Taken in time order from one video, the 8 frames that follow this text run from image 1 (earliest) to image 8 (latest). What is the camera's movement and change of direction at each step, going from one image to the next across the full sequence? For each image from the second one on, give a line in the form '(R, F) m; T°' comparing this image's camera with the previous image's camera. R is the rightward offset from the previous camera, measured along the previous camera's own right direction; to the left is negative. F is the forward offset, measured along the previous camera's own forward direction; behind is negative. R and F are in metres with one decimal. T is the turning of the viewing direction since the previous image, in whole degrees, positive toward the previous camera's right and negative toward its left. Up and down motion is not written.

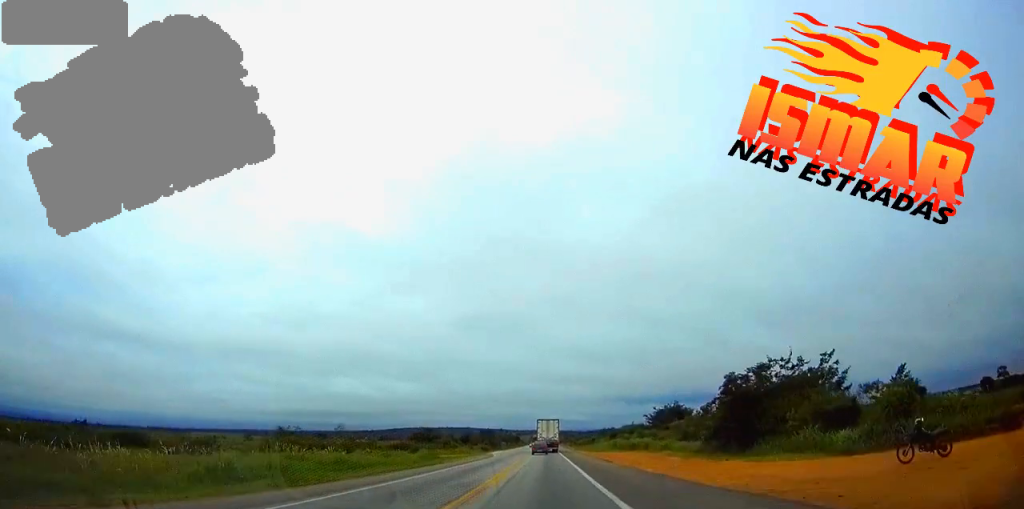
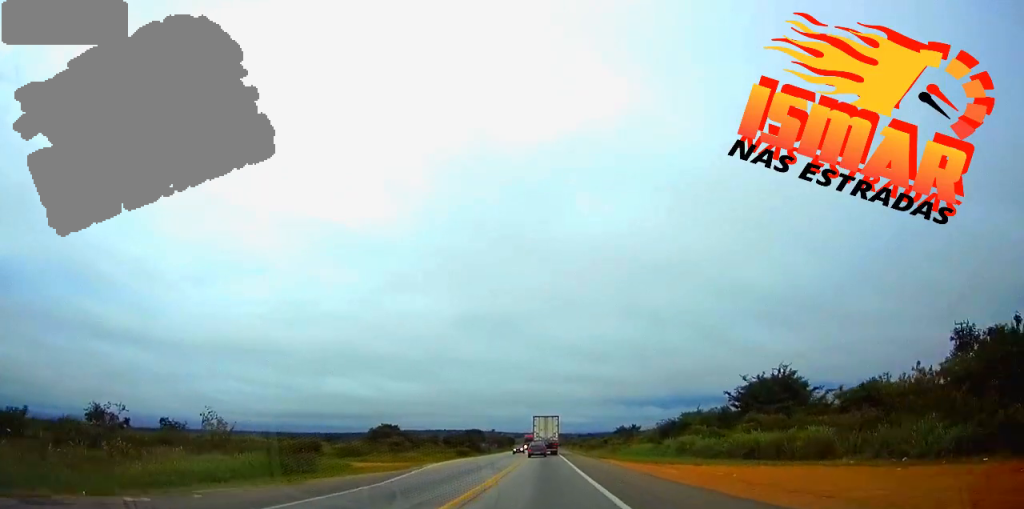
(0.0, +51.4) m; 0°
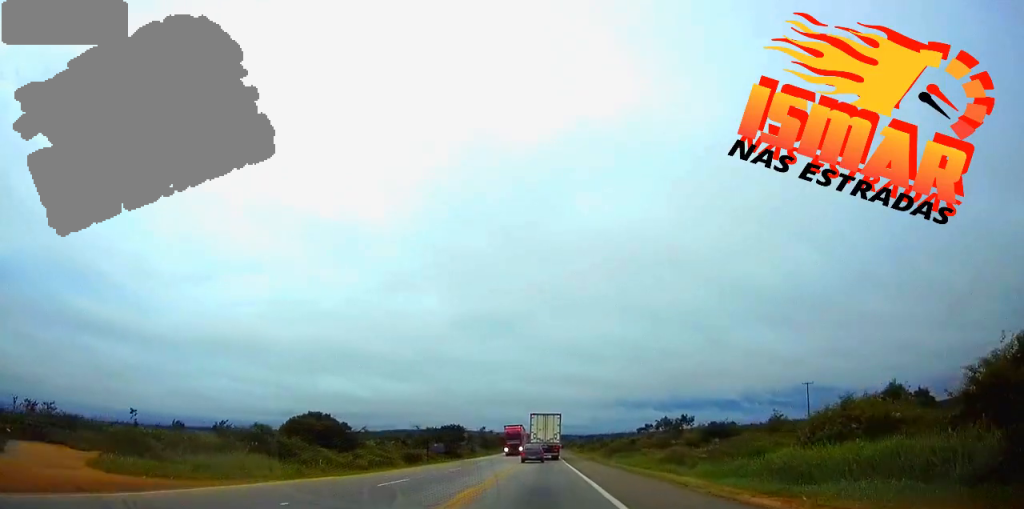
(0.0, +55.8) m; 0°
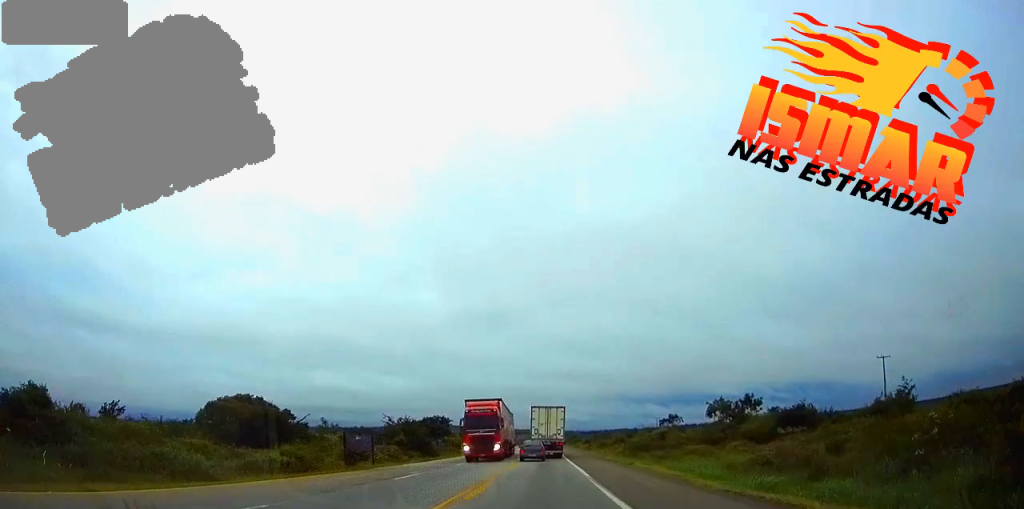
(0.0, +30.6) m; 0°
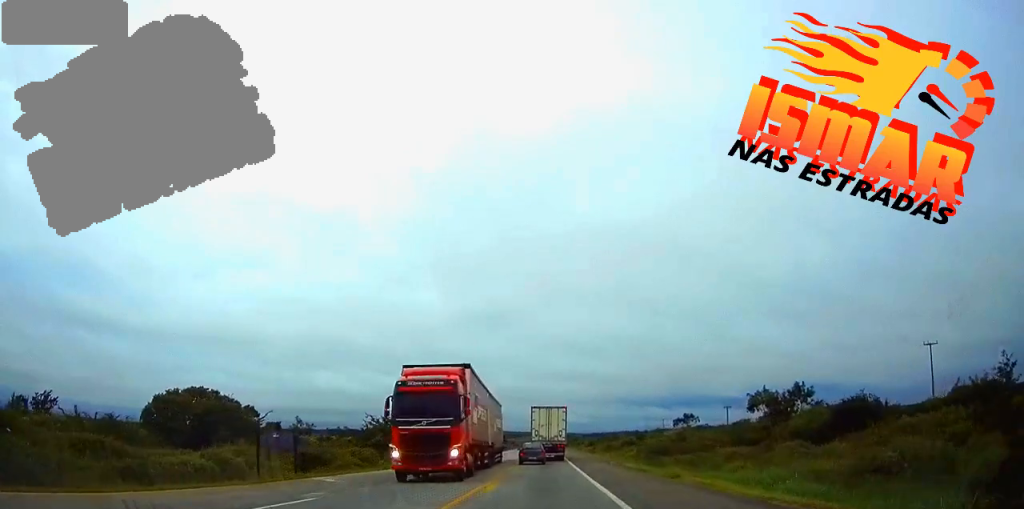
(0.0, +13.6) m; 0°
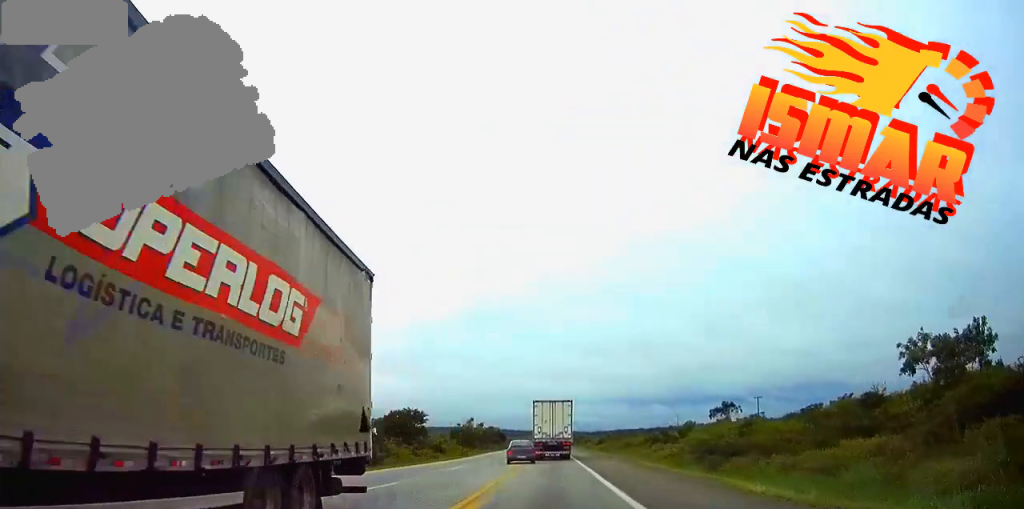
(-0.1, +25.0) m; 0°
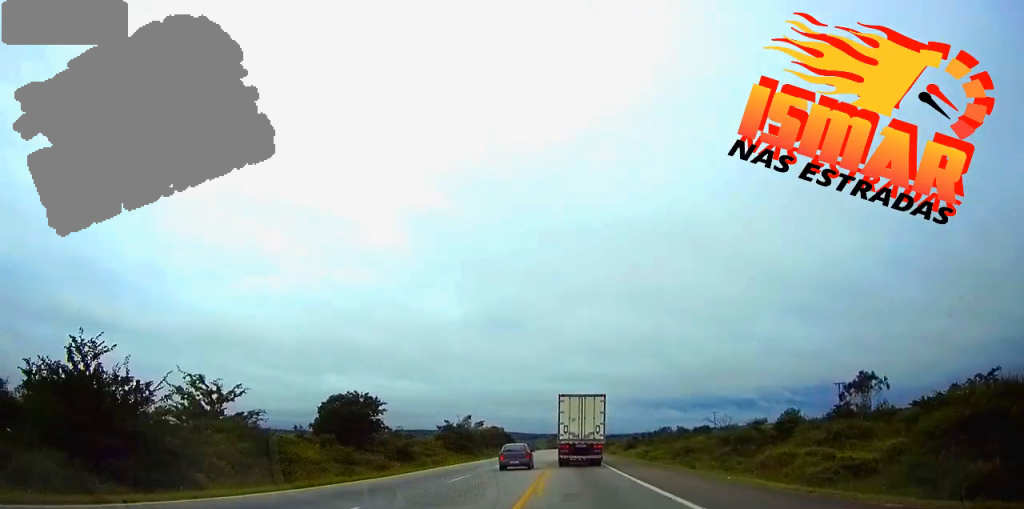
(-0.2, +41.8) m; -1°
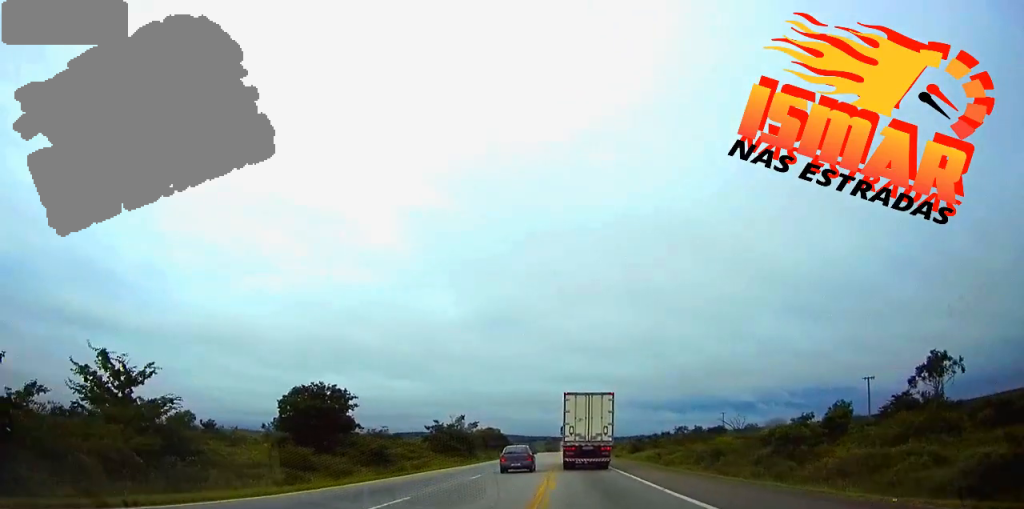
(0.0, +12.7) m; 0°
